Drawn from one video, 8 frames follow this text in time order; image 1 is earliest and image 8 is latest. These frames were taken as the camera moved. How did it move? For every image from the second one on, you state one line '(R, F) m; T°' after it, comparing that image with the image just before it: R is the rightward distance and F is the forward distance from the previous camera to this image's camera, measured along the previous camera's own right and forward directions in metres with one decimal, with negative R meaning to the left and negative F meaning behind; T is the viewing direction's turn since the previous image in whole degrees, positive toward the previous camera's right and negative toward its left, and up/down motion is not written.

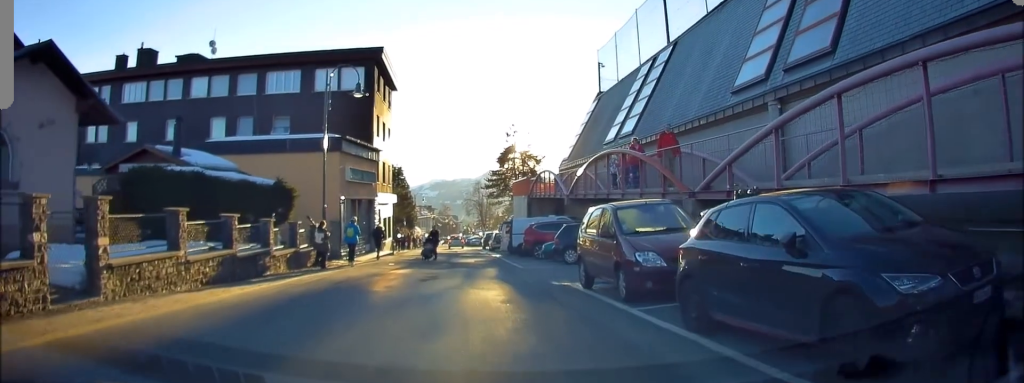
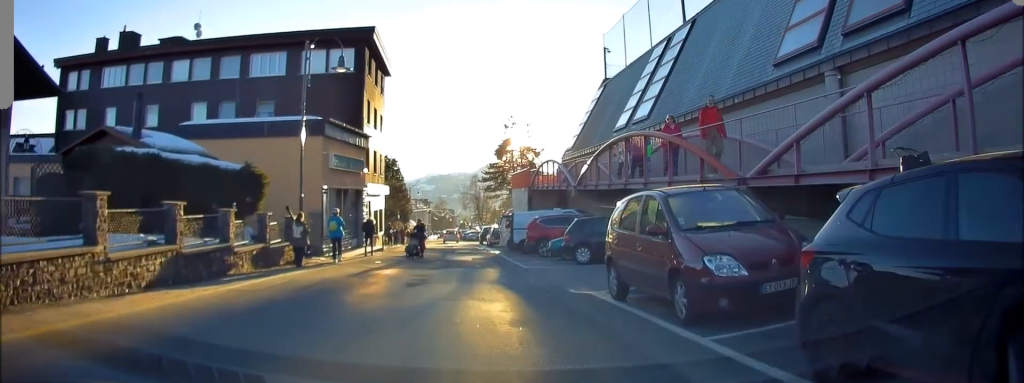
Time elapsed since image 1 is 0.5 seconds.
(-0.1, +2.7) m; +2°
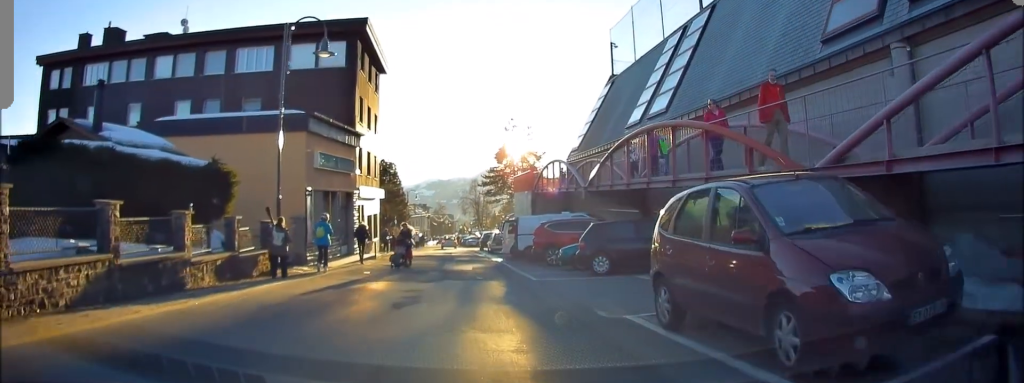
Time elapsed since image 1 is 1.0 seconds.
(+0.1, +2.5) m; +1°
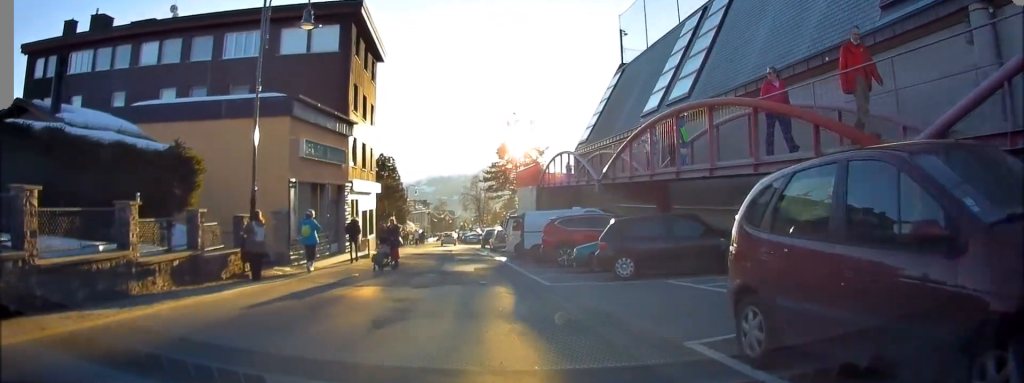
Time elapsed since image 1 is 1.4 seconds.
(+0.1, +2.2) m; +1°
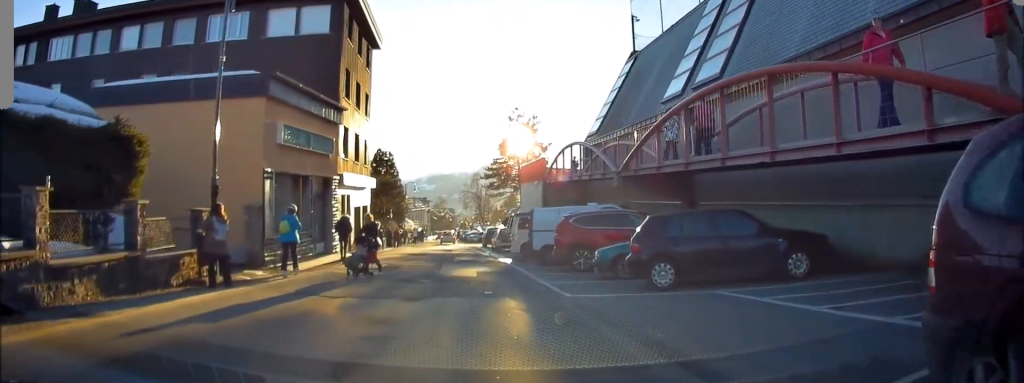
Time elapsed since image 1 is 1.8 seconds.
(+0.1, +2.5) m; 0°
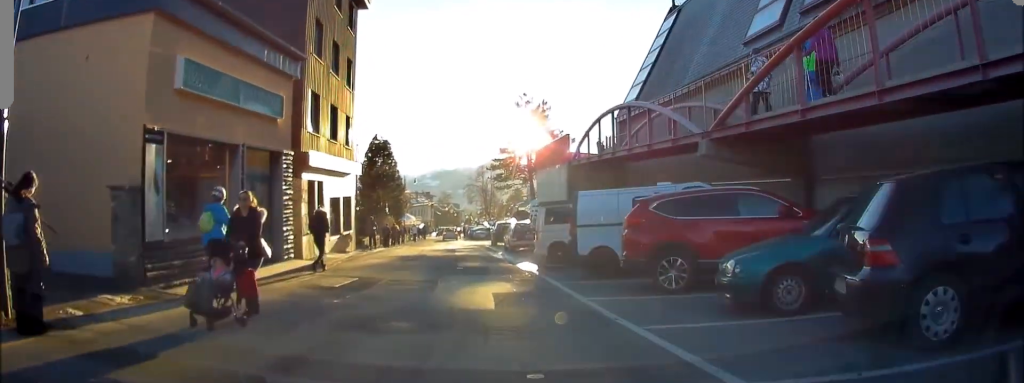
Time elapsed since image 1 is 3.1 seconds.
(-0.3, +6.5) m; -5°
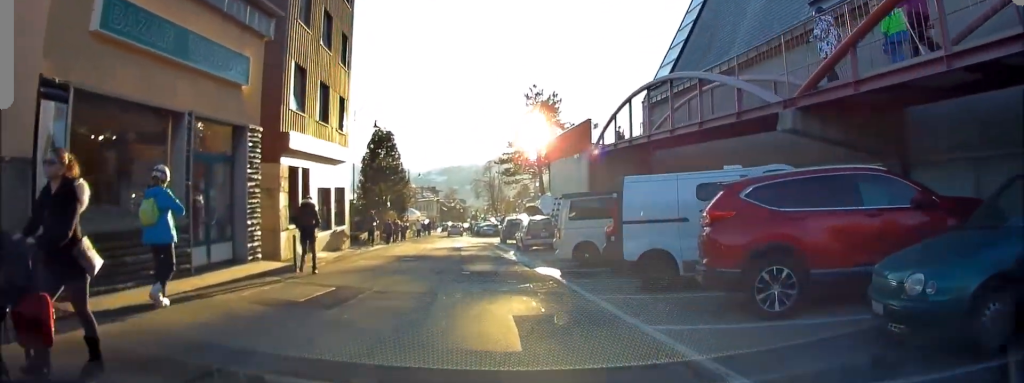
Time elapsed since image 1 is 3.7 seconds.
(-0.2, +2.6) m; -1°
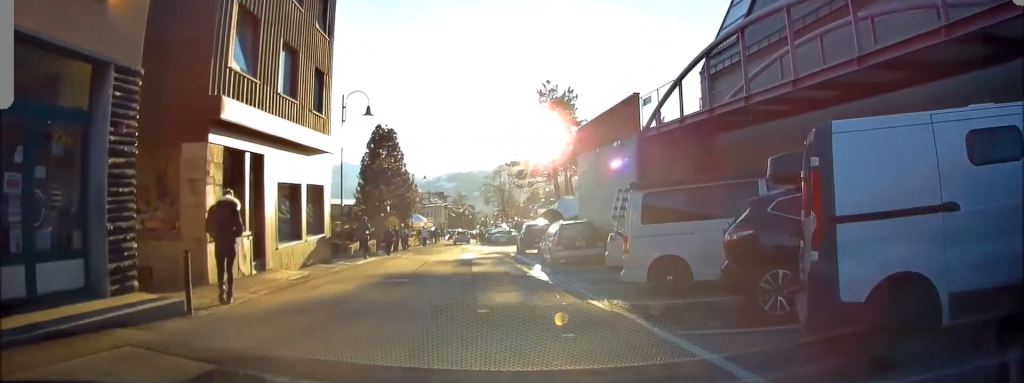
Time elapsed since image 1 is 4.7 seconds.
(+0.2, +4.9) m; -4°
